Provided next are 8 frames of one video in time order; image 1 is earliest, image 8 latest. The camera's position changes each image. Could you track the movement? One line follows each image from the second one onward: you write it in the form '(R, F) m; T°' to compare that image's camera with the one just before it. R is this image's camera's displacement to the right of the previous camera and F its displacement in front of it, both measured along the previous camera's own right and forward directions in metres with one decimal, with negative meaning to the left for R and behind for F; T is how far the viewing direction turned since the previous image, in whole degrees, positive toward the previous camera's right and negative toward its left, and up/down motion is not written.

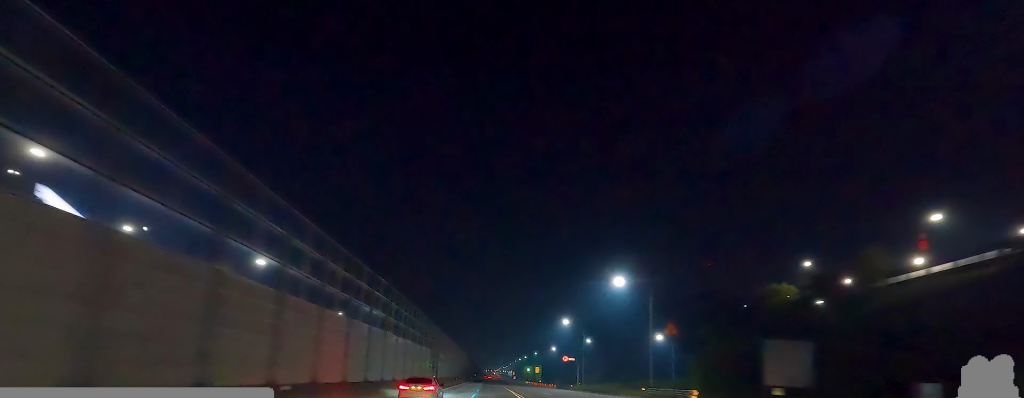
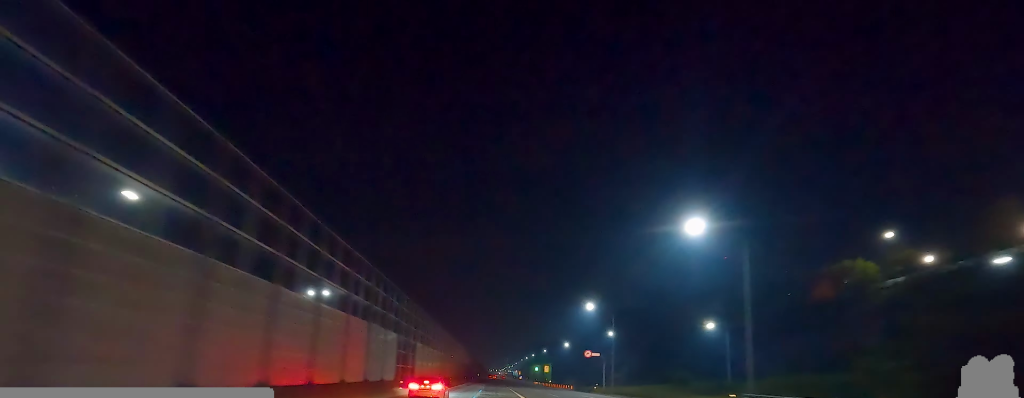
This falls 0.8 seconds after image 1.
(0.0, +21.7) m; 0°
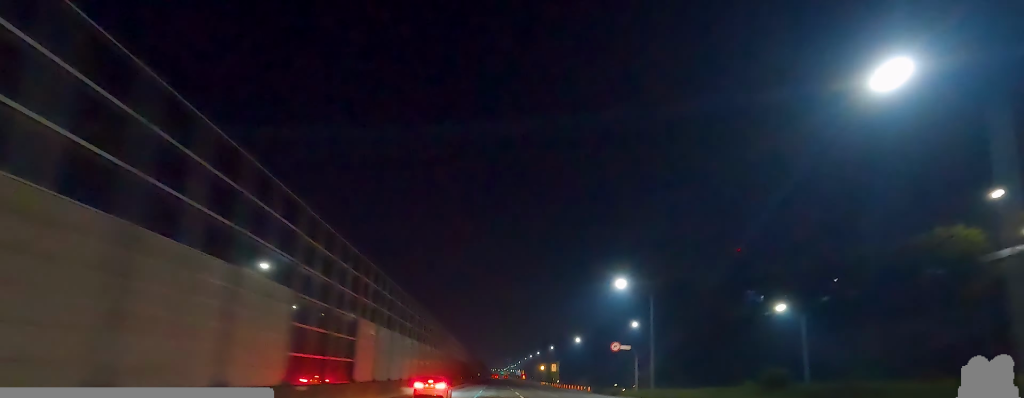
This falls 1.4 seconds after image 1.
(0.0, +18.8) m; 0°
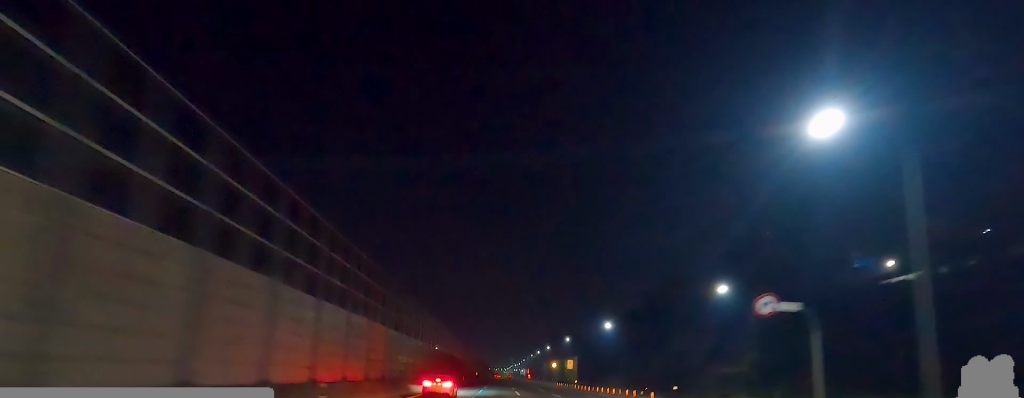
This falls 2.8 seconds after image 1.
(+0.2, +37.3) m; +1°
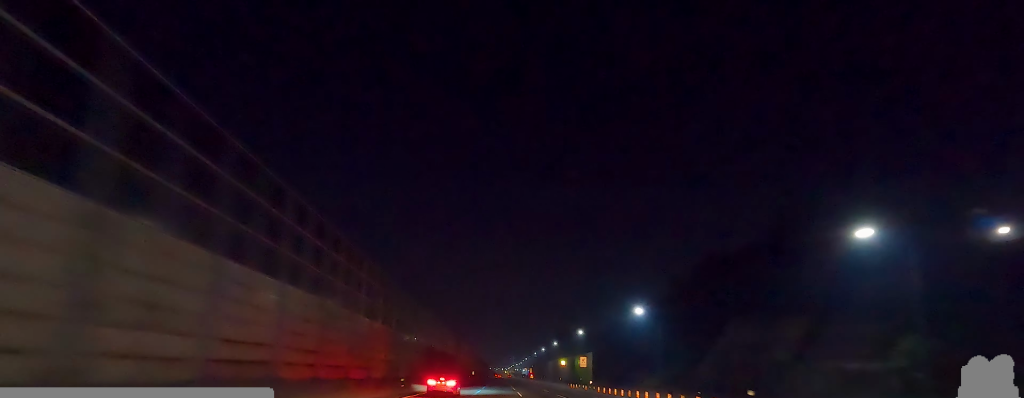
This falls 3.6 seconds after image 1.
(+0.3, +23.0) m; 0°
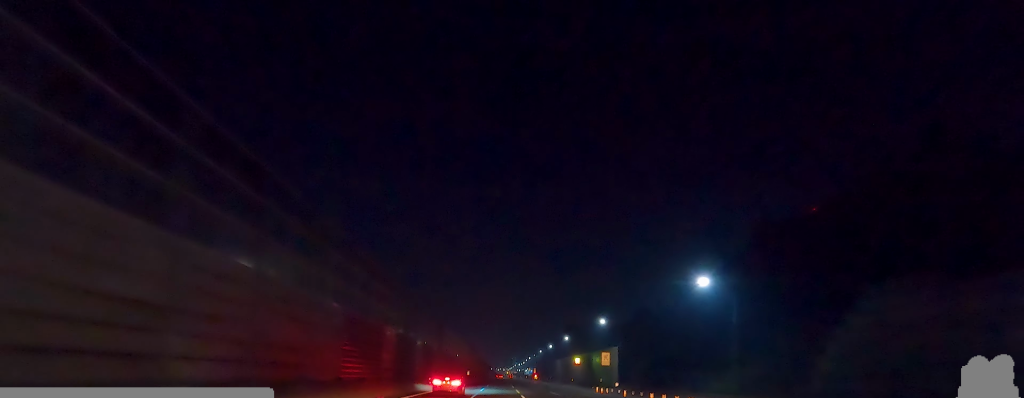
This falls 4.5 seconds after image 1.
(-0.4, +25.9) m; 0°
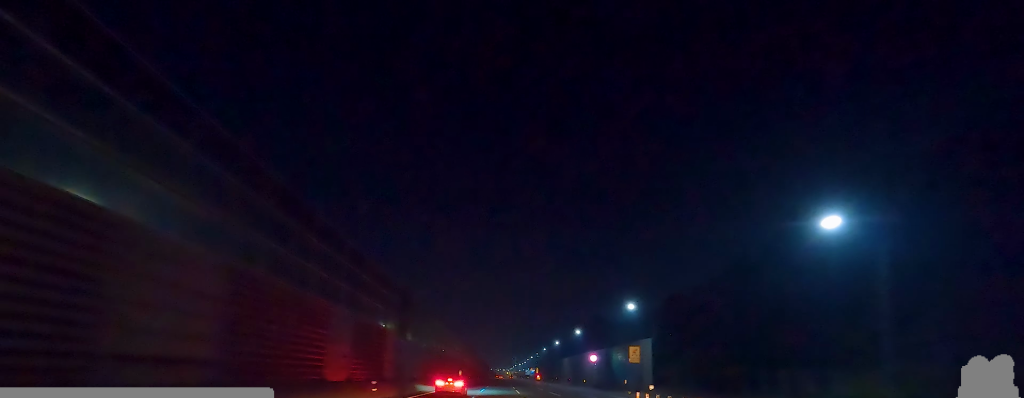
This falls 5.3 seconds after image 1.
(+0.3, +22.1) m; 0°
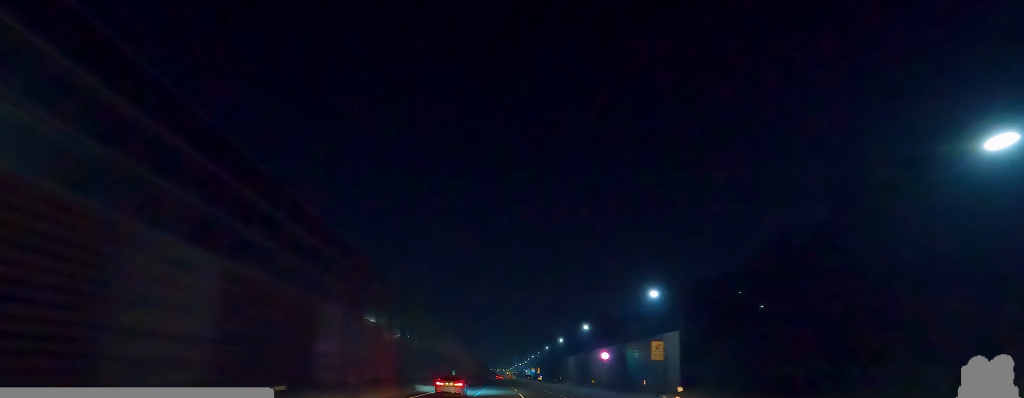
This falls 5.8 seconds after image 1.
(0.0, +12.0) m; 0°
